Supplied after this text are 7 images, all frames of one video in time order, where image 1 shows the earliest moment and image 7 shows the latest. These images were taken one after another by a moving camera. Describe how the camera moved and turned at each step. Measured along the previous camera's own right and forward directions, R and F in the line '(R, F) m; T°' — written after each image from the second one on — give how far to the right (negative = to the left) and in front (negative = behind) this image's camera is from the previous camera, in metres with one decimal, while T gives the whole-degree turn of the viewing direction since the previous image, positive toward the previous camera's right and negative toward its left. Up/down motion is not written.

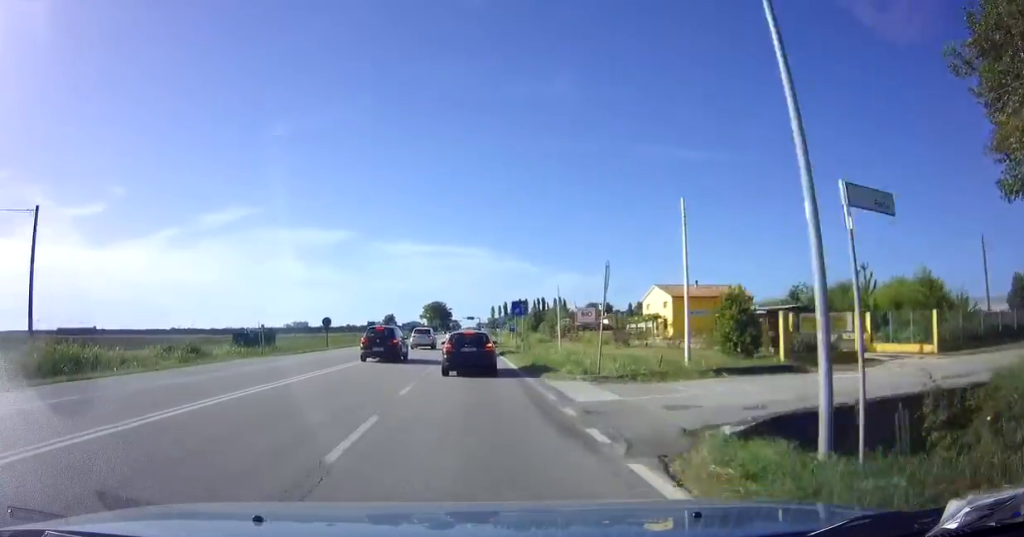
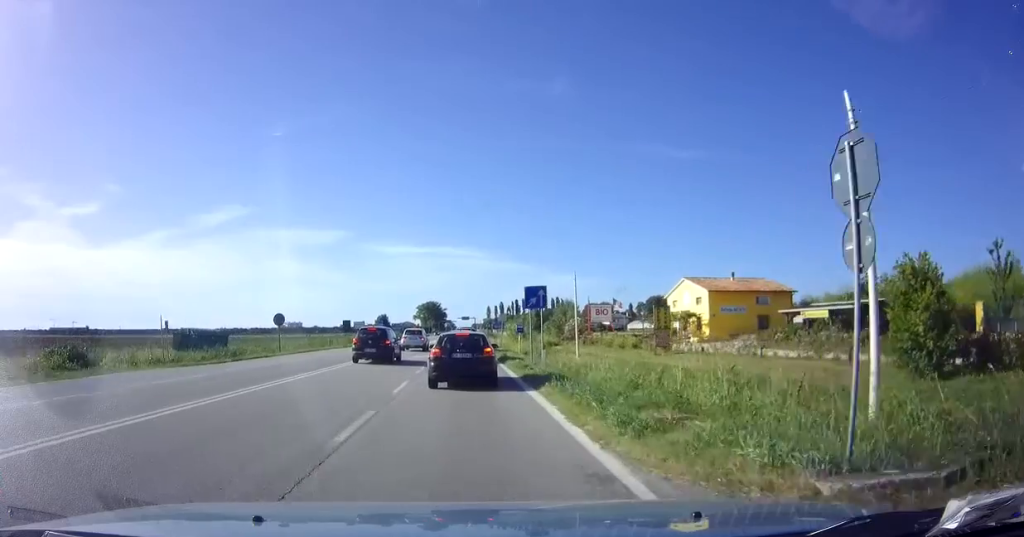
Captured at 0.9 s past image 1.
(+0.3, +11.4) m; +1°
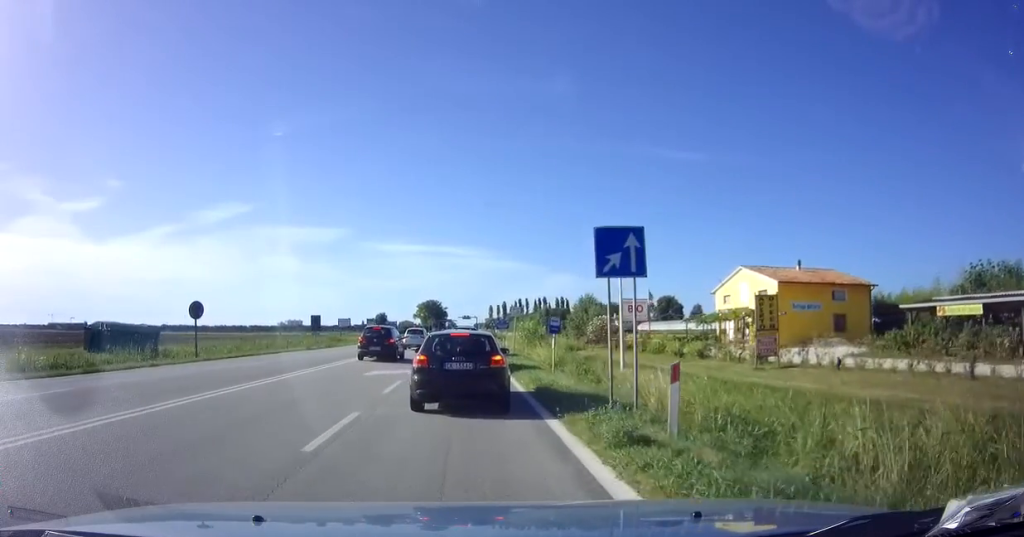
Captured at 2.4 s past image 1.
(-0.1, +12.8) m; -2°
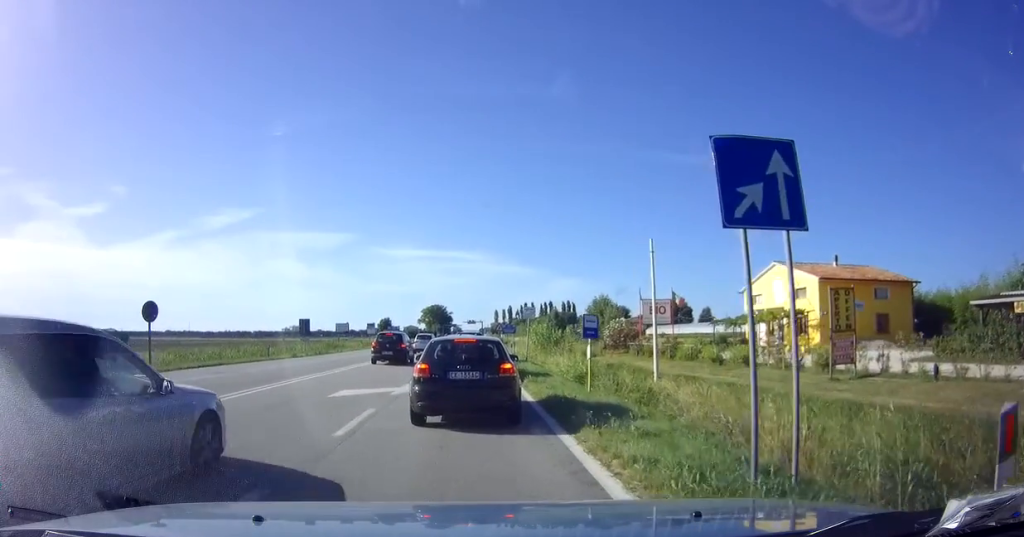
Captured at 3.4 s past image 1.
(-0.1, +5.2) m; -1°
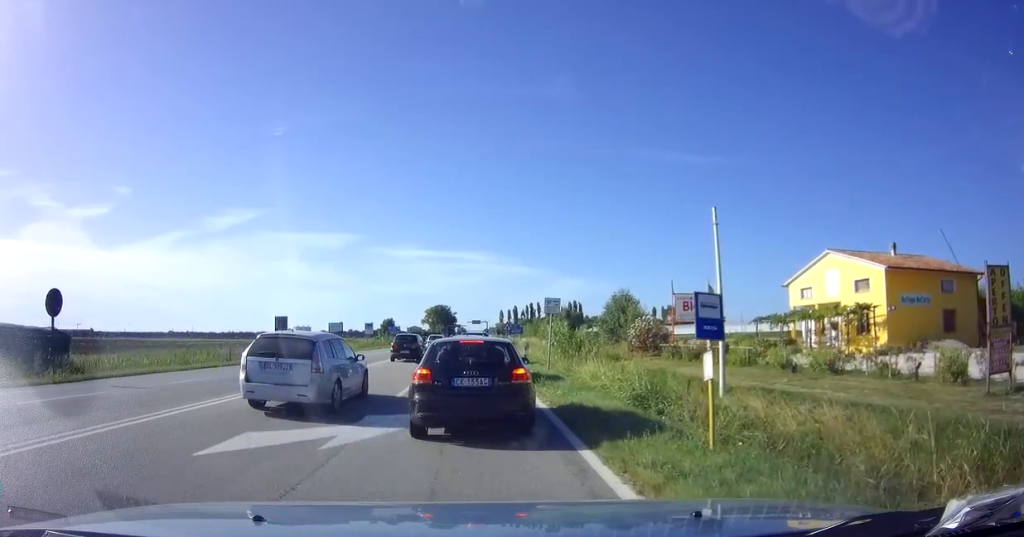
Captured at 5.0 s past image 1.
(+0.1, +6.4) m; +2°
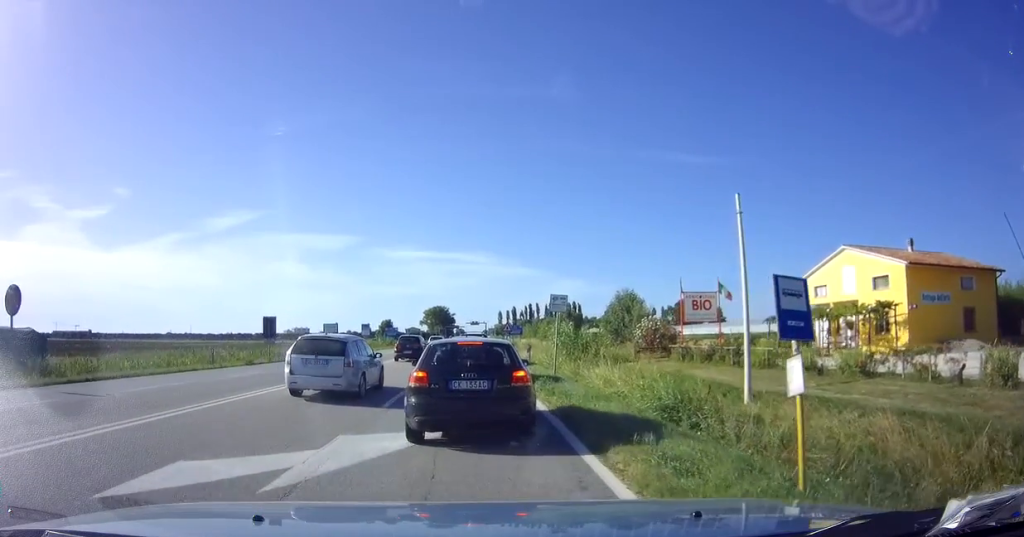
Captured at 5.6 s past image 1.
(0.0, +1.9) m; 0°
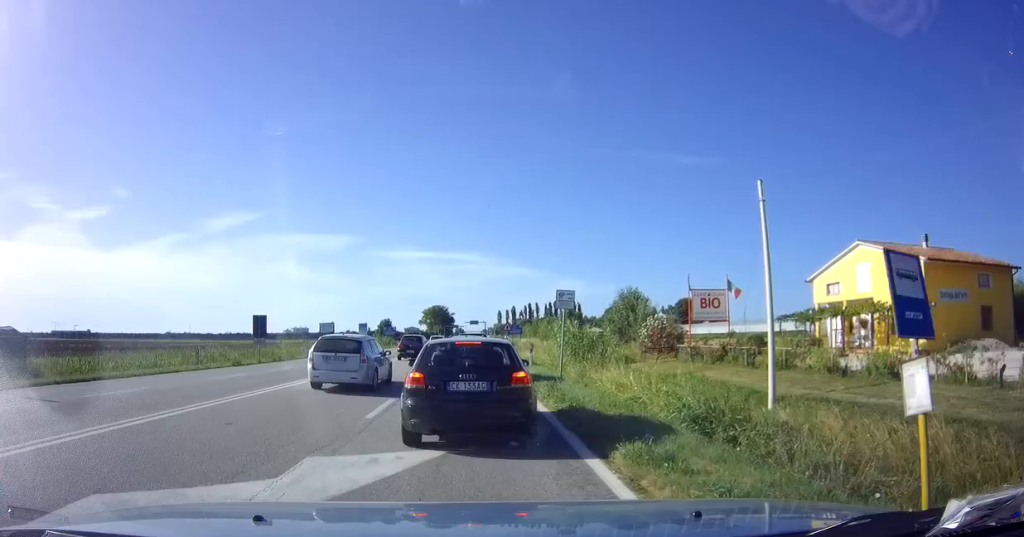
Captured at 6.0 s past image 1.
(0.0, +1.5) m; 0°
